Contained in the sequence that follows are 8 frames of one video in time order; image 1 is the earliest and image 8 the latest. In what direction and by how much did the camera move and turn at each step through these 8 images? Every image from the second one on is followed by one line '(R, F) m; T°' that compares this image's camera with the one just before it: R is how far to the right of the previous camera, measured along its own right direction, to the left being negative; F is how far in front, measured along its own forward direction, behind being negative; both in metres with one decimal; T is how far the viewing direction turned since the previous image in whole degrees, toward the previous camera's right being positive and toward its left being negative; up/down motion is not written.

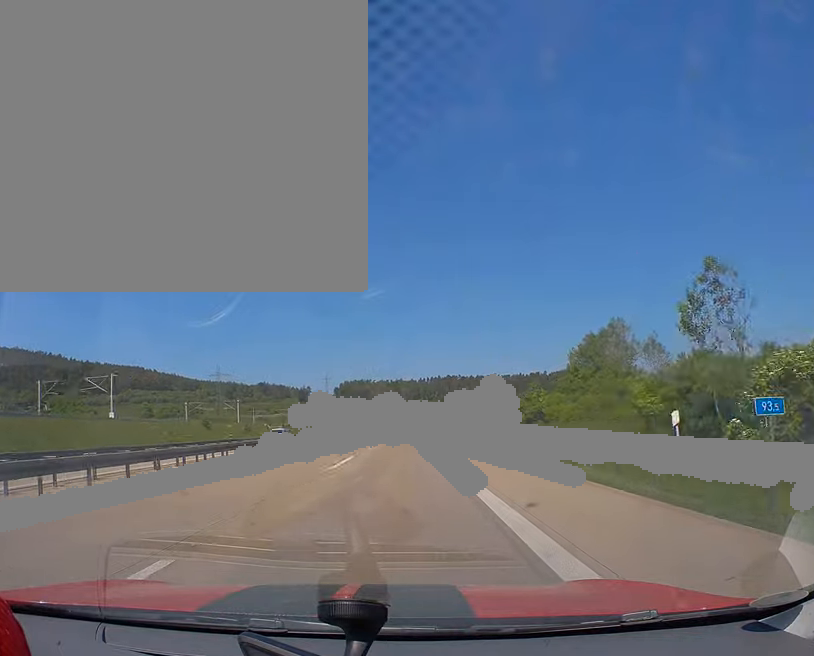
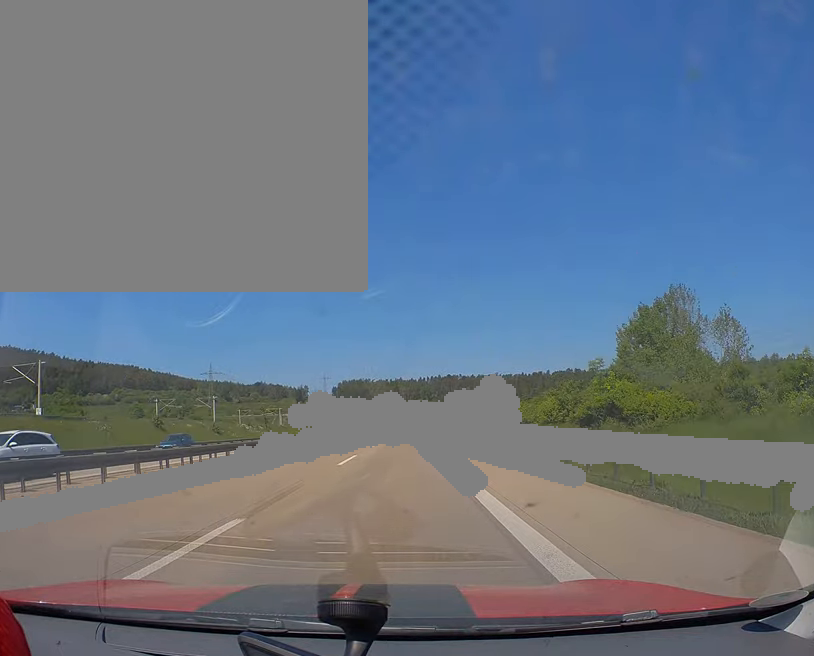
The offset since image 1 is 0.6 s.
(0.0, +15.5) m; 0°
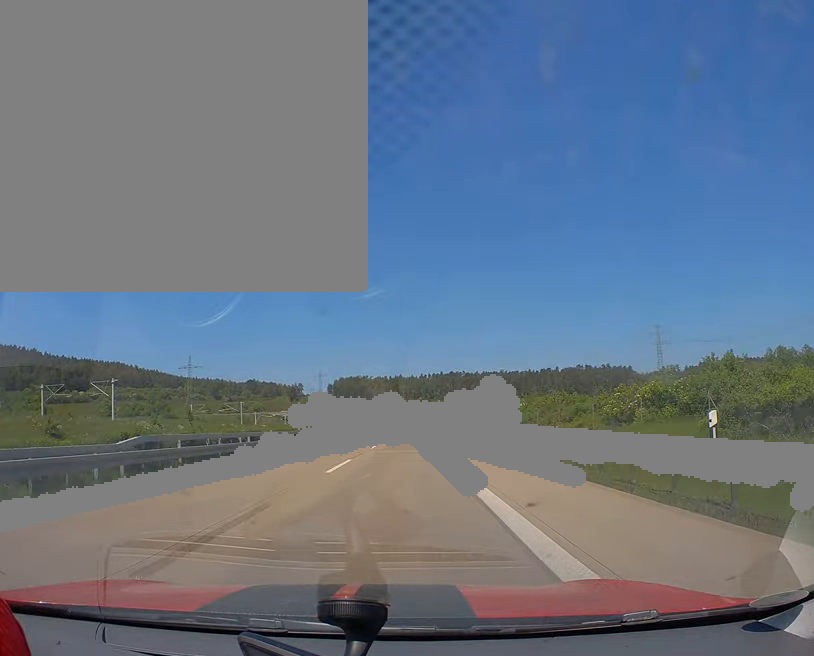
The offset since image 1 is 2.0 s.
(+0.1, +39.3) m; 0°
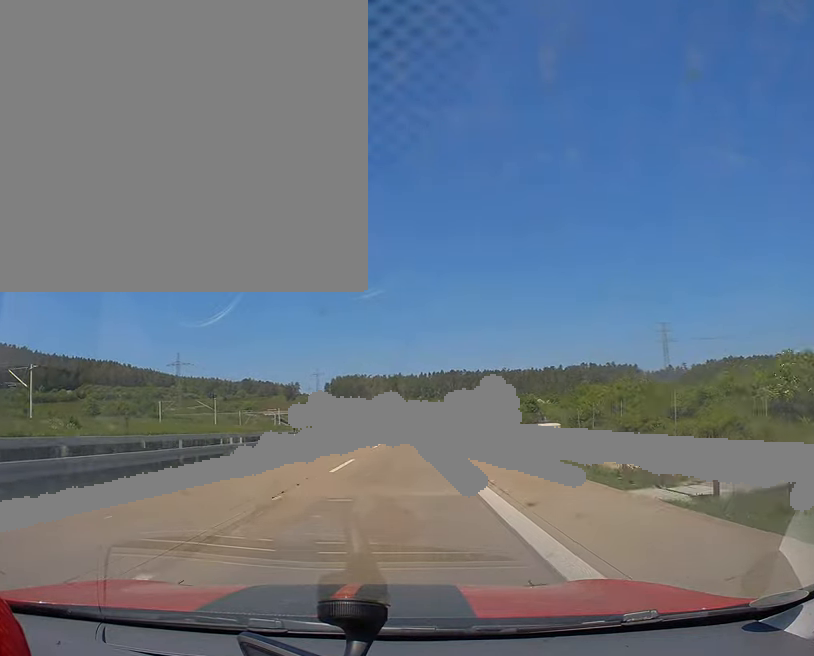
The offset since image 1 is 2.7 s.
(0.0, +17.7) m; 0°
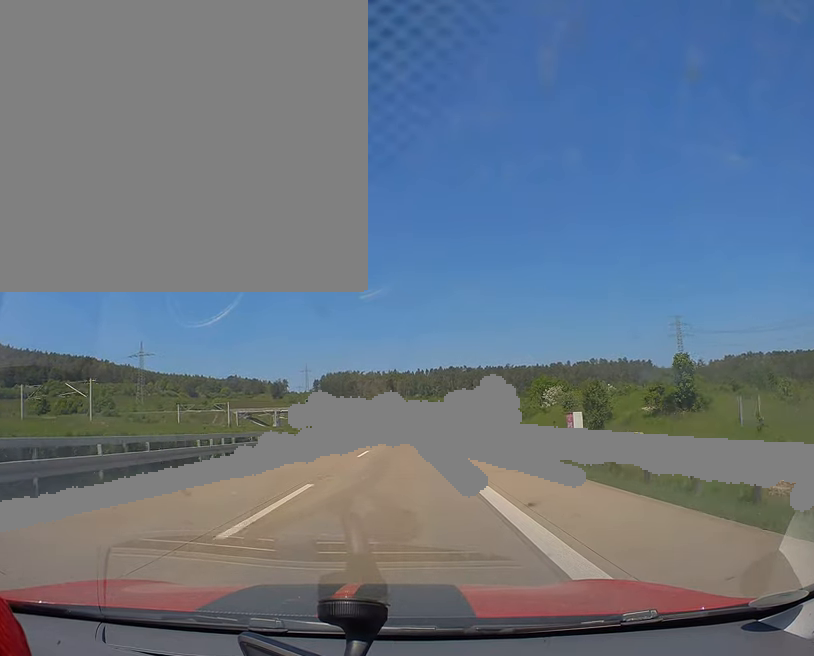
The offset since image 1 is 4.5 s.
(+0.1, +45.5) m; 0°
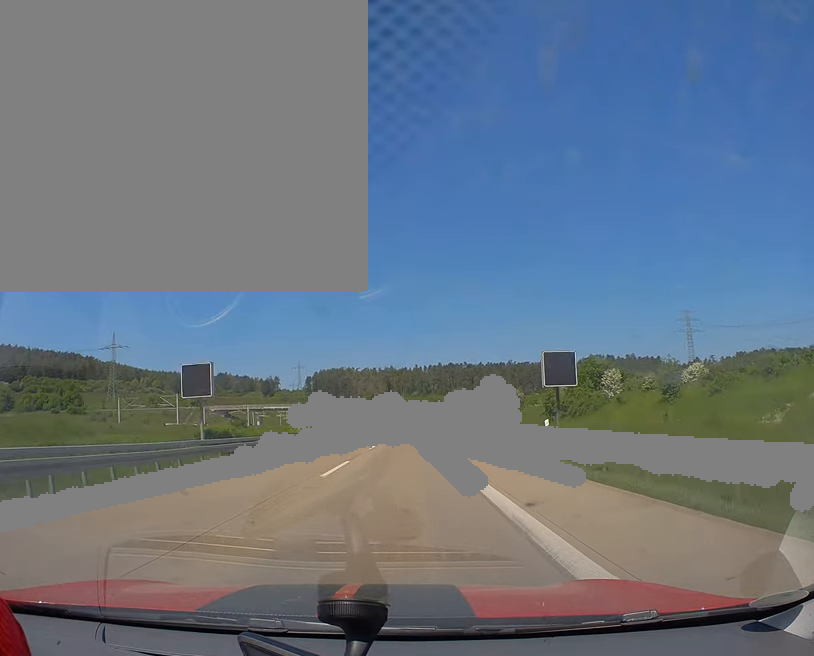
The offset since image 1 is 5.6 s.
(+0.1, +27.5) m; +1°
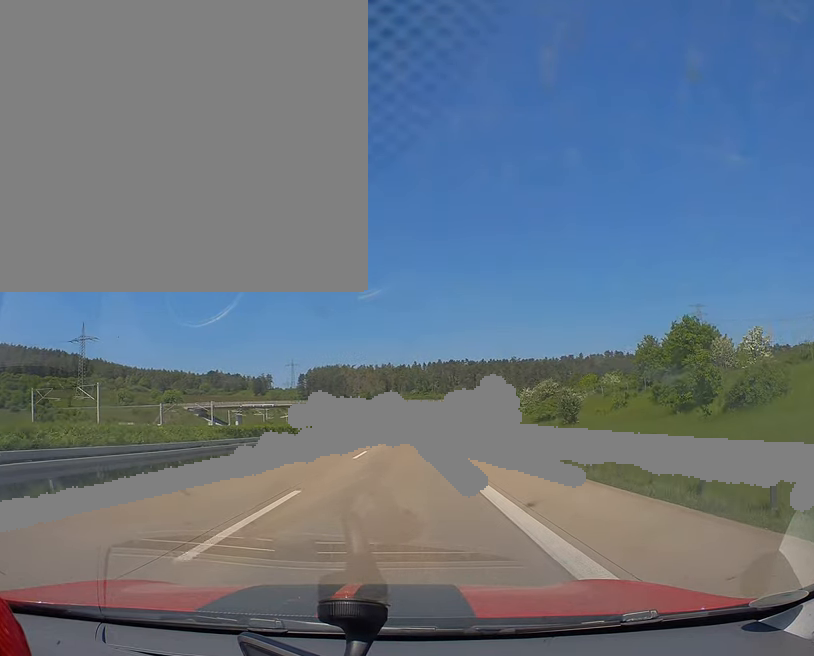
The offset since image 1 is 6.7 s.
(+0.3, +27.0) m; 0°
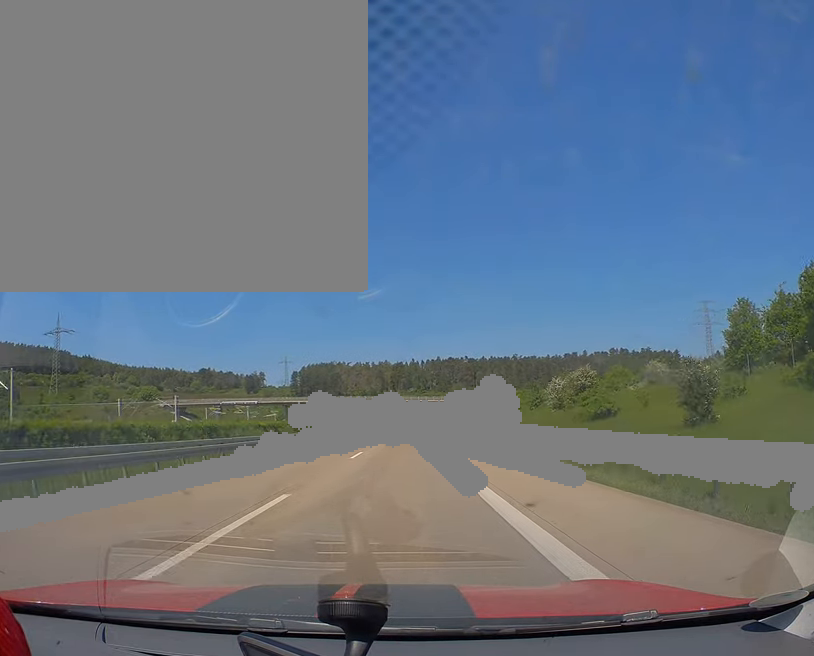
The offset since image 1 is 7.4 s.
(-0.3, +18.5) m; 0°
